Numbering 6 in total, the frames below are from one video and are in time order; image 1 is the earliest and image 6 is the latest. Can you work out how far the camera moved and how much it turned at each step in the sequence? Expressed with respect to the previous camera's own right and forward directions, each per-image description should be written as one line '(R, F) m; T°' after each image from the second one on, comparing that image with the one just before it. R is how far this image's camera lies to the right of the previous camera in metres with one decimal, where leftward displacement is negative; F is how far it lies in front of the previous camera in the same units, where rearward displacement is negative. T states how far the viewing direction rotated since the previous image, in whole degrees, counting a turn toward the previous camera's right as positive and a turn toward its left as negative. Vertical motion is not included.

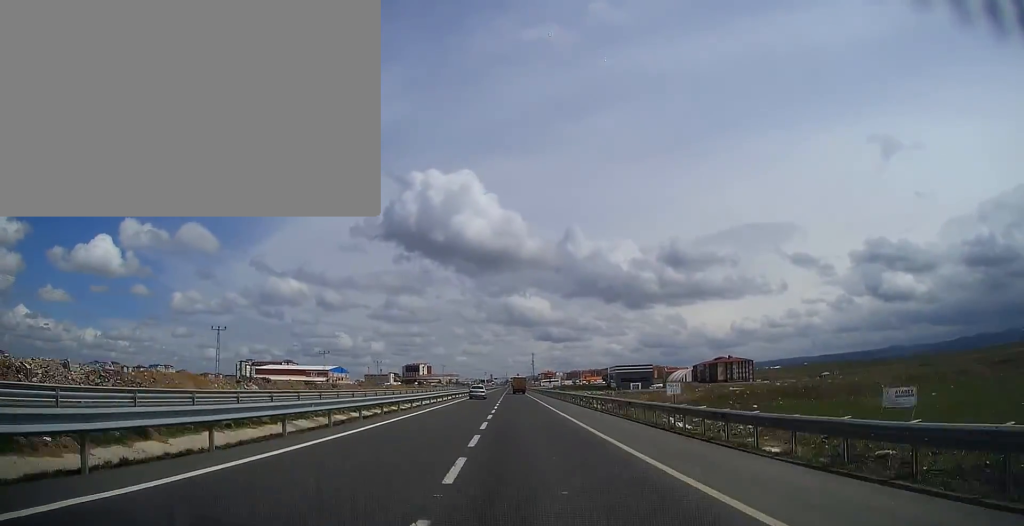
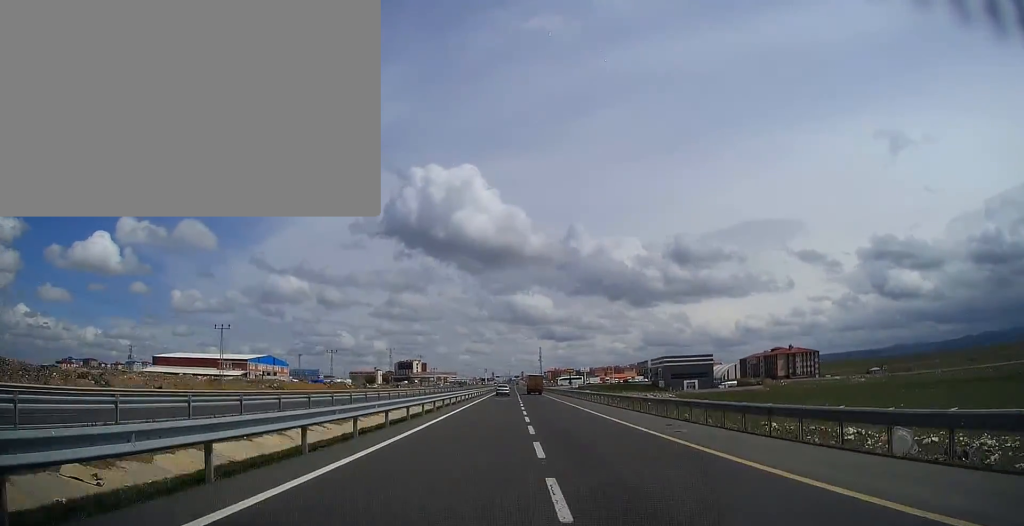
(-0.2, +99.2) m; 0°
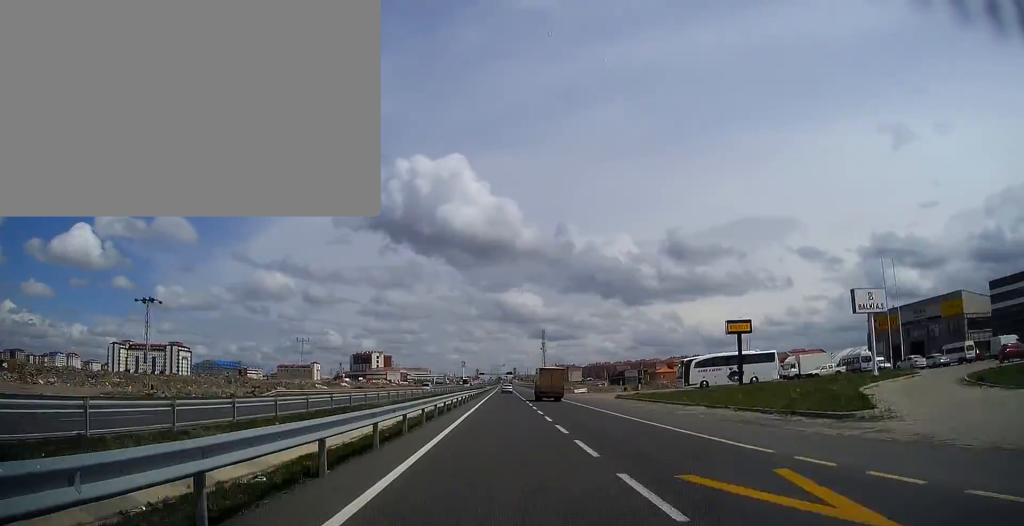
(+1.1, +199.8) m; +1°
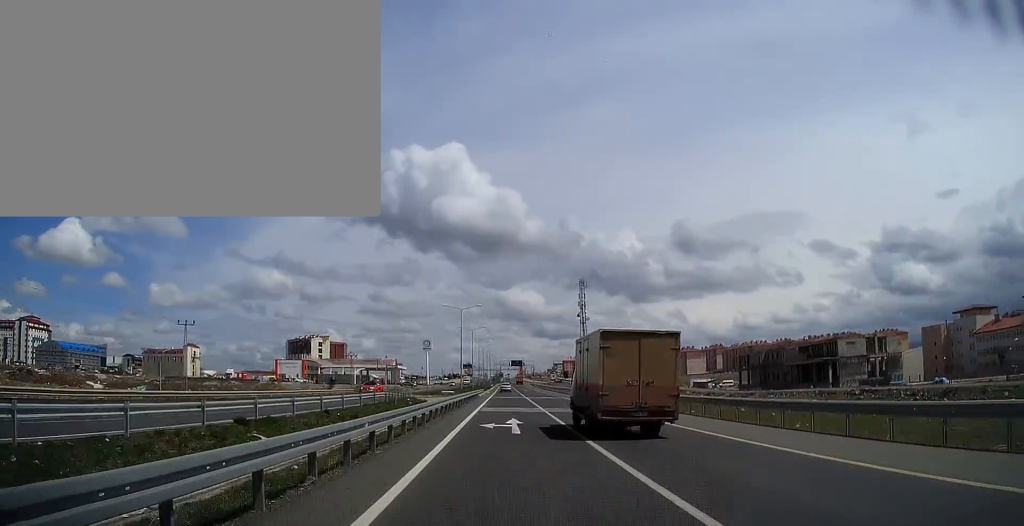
(+0.2, +190.8) m; 0°
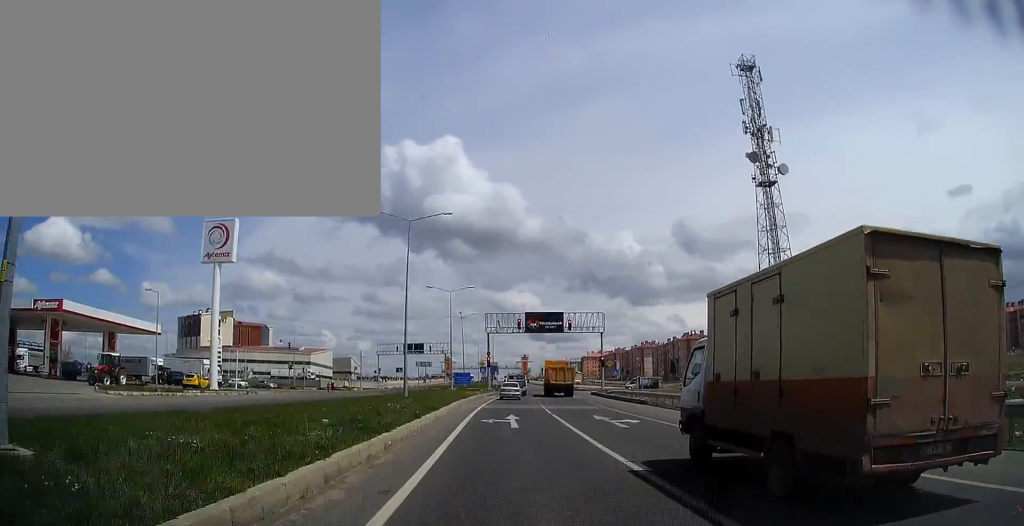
(+0.5, +135.6) m; +1°
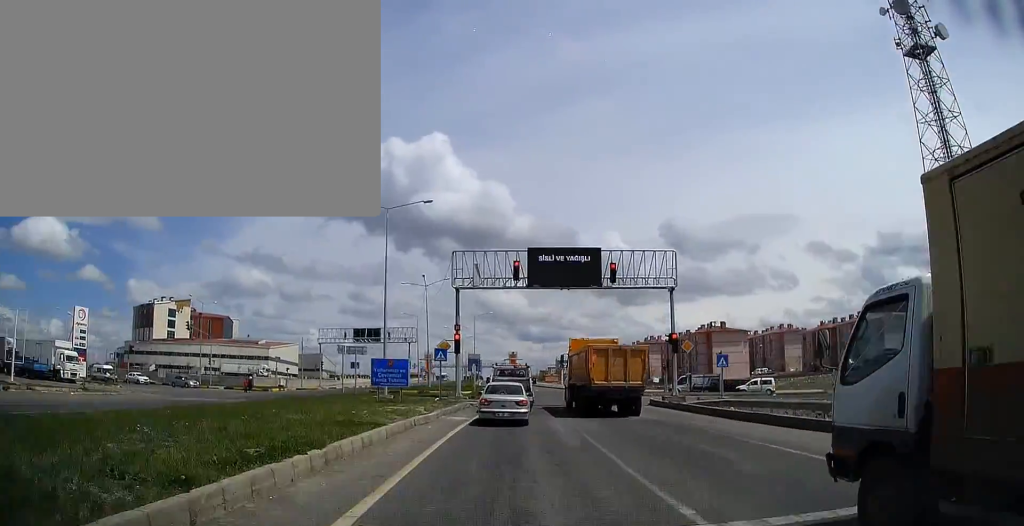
(+0.1, +29.4) m; +1°
